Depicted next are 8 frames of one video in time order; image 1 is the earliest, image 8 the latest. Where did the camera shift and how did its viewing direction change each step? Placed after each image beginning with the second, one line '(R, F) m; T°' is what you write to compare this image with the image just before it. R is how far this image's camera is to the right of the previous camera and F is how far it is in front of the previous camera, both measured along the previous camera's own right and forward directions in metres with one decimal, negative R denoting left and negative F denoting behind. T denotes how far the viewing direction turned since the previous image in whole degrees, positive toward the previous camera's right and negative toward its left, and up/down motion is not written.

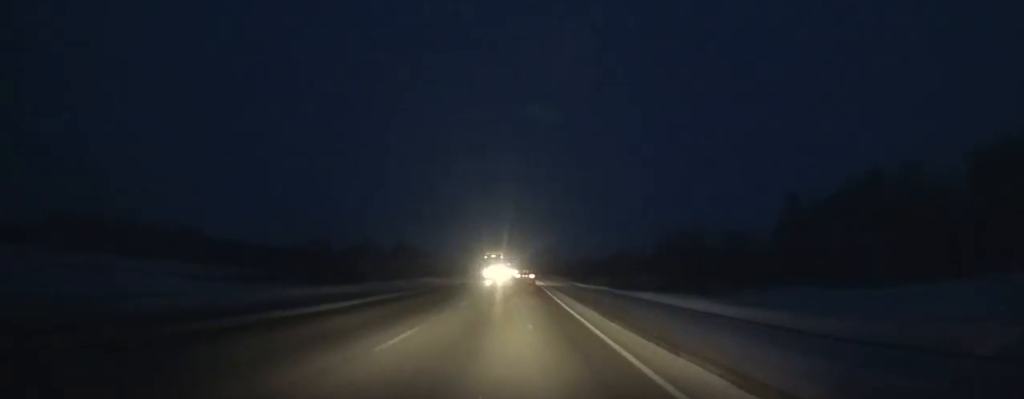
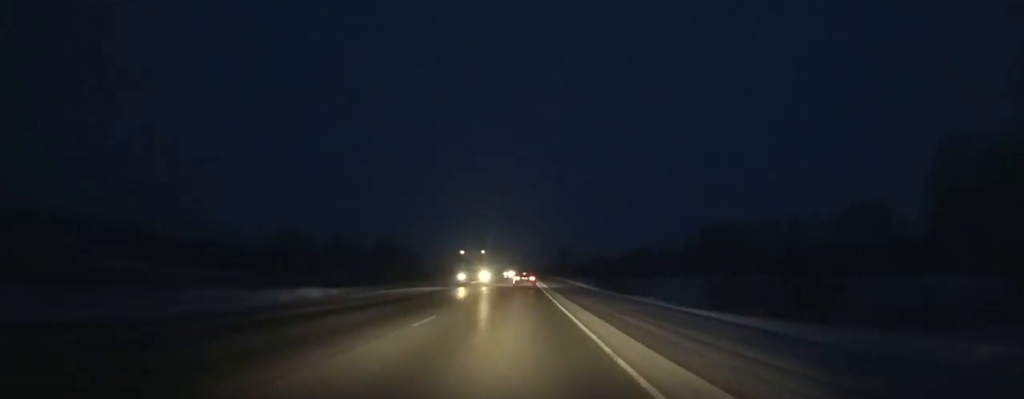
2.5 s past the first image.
(+0.1, +55.9) m; 0°
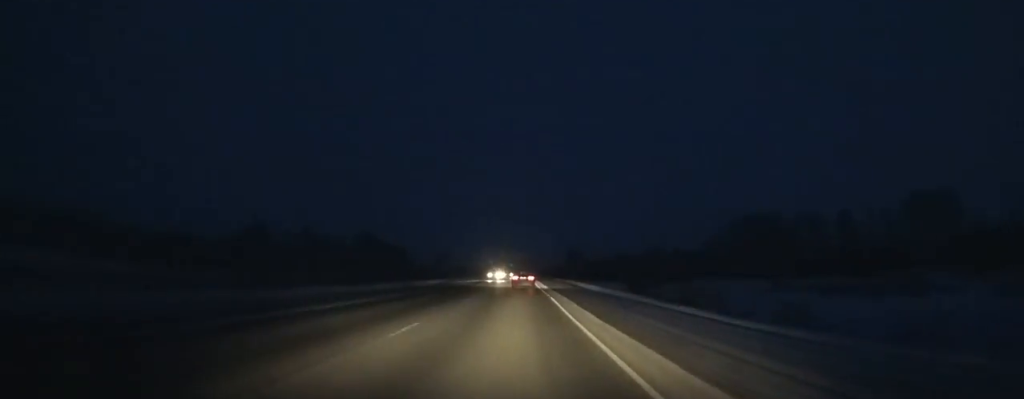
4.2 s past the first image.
(0.0, +38.1) m; 0°
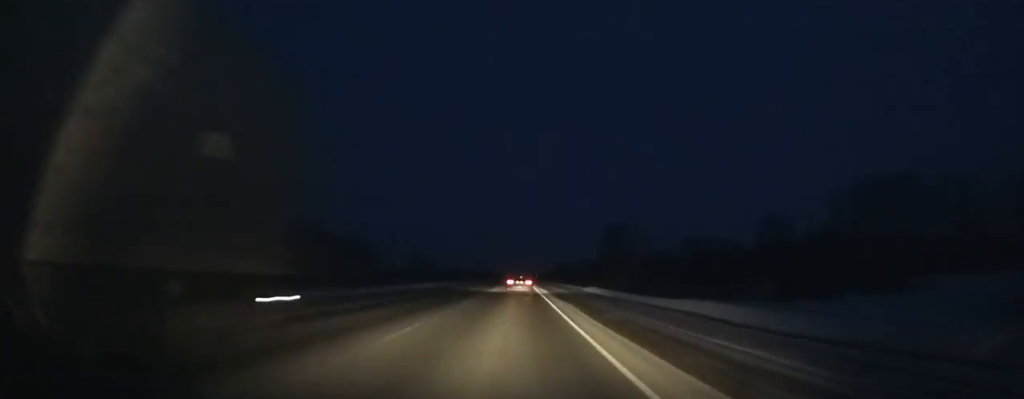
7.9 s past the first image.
(-0.2, +82.7) m; 0°
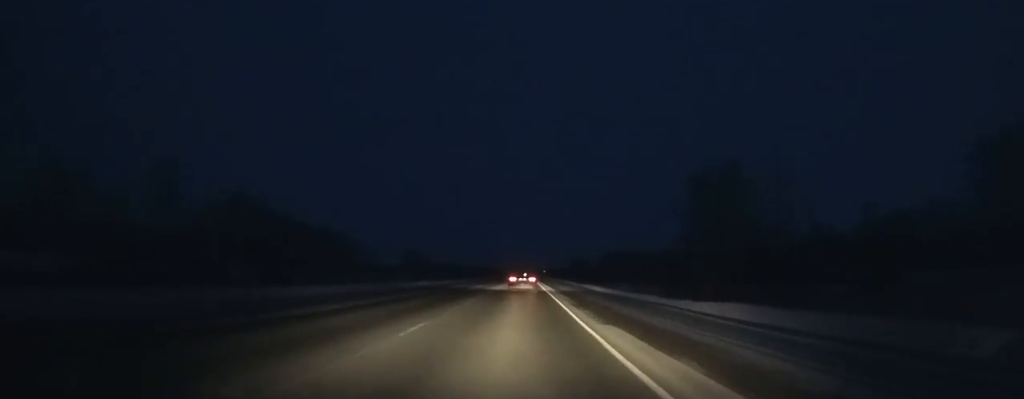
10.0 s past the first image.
(-0.1, +46.5) m; 0°
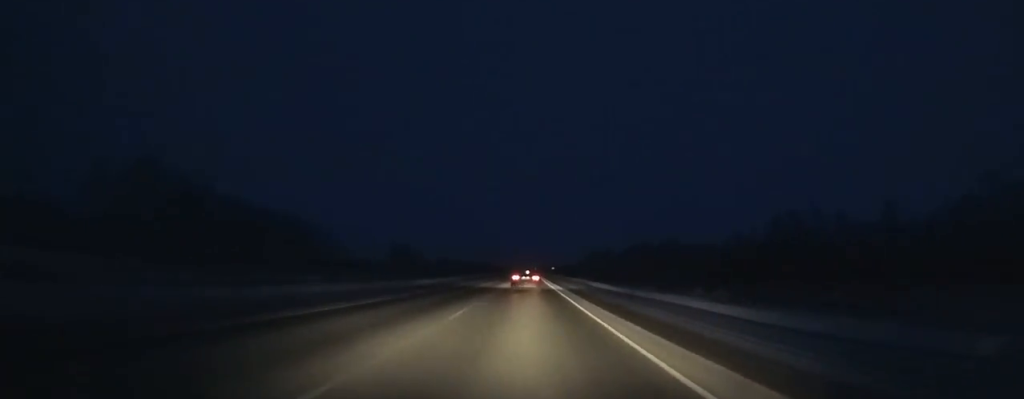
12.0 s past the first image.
(-0.2, +43.9) m; 0°
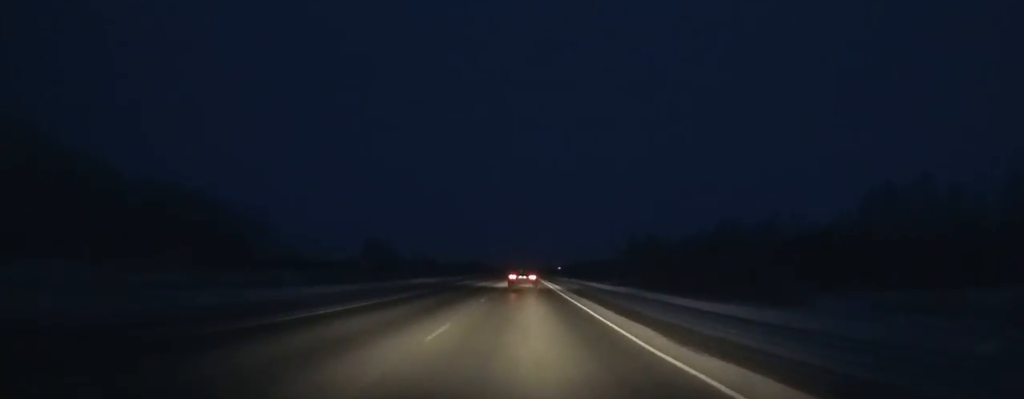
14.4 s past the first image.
(+0.1, +52.3) m; 0°
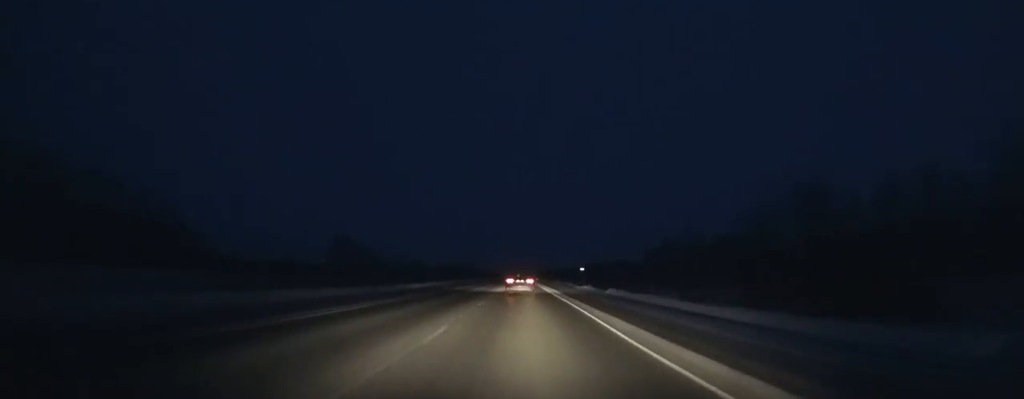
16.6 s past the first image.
(+0.1, +47.5) m; 0°
